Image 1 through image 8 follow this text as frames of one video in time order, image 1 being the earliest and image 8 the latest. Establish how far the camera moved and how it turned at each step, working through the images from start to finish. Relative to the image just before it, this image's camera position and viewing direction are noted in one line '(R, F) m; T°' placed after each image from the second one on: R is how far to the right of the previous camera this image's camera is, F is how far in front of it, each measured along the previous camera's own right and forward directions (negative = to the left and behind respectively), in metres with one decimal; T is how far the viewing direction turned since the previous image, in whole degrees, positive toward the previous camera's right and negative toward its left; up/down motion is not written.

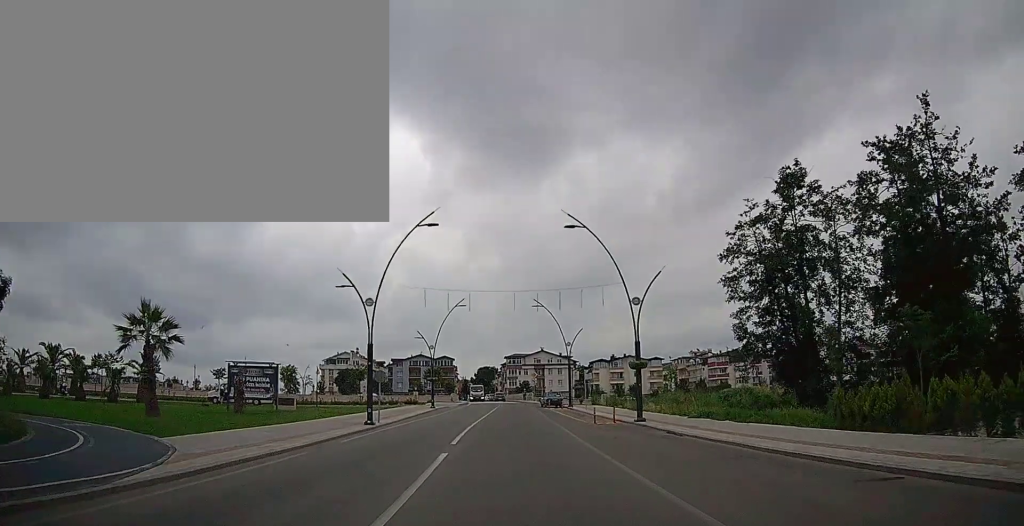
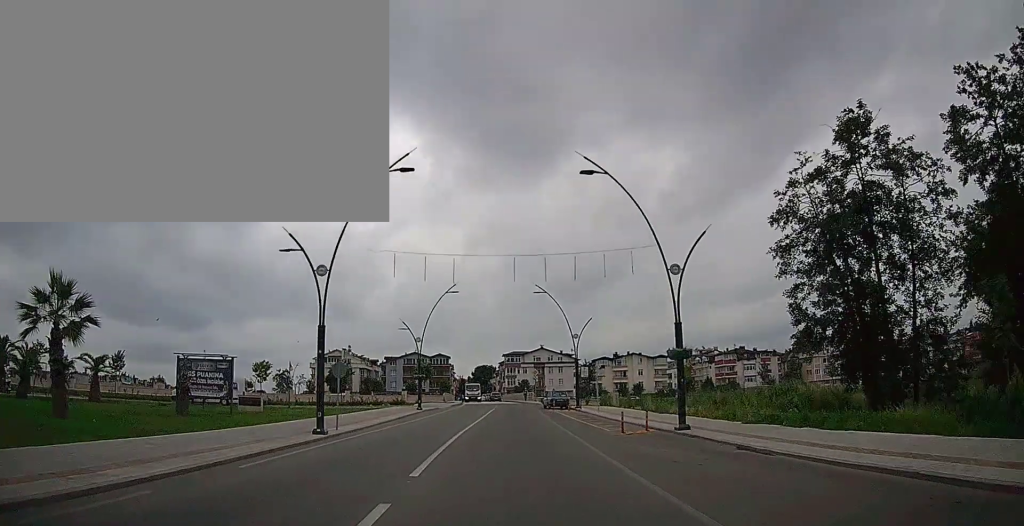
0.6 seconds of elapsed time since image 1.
(+0.1, +6.7) m; 0°
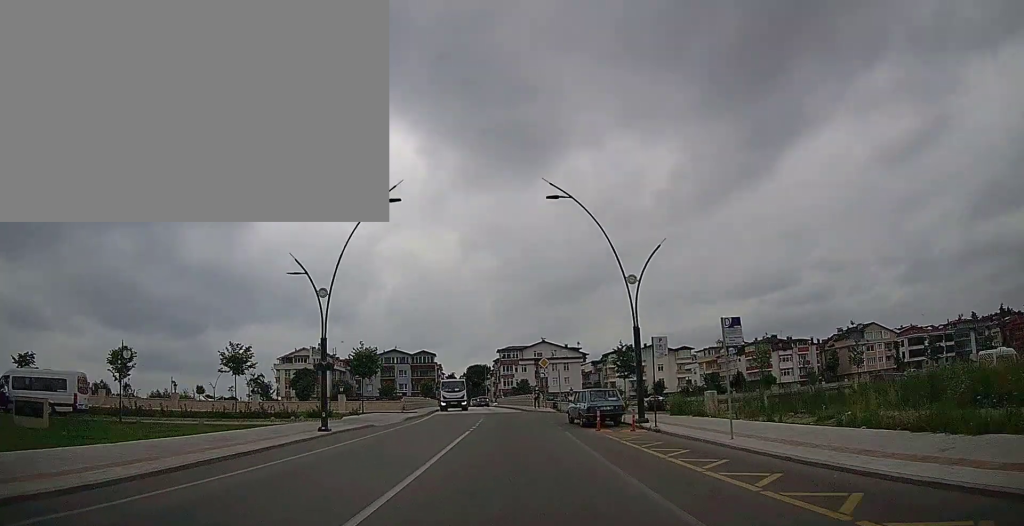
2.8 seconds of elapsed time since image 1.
(-0.3, +22.0) m; 0°
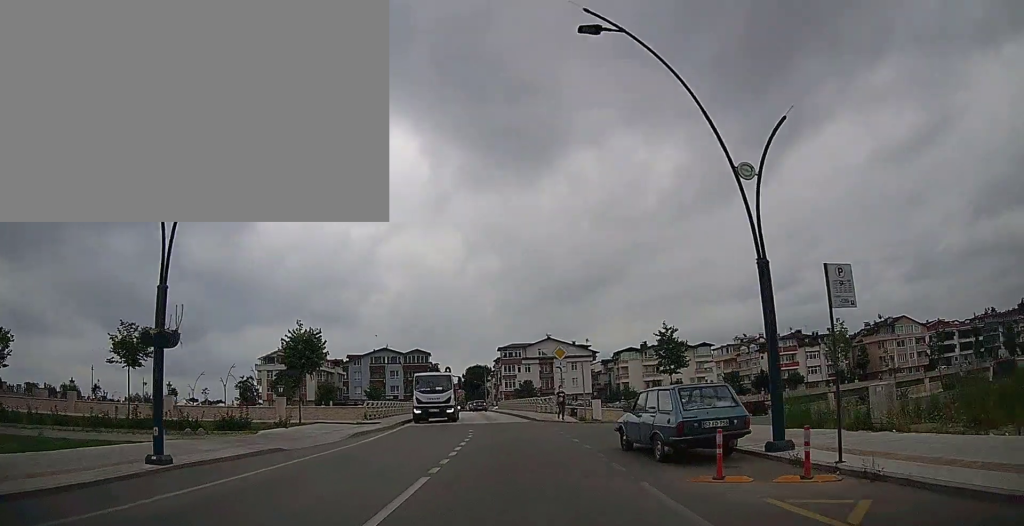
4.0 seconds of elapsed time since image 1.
(+0.2, +11.3) m; +1°
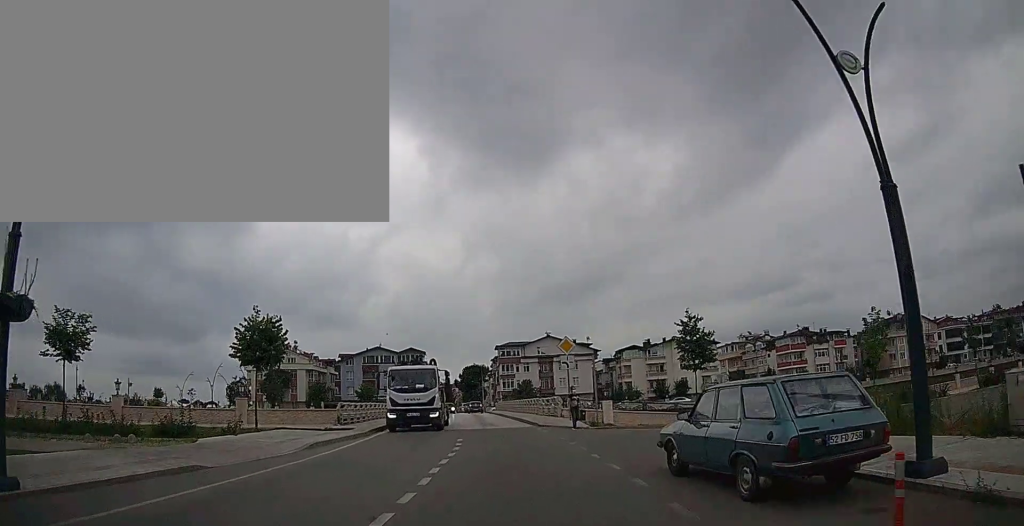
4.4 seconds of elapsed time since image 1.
(+0.1, +4.4) m; 0°
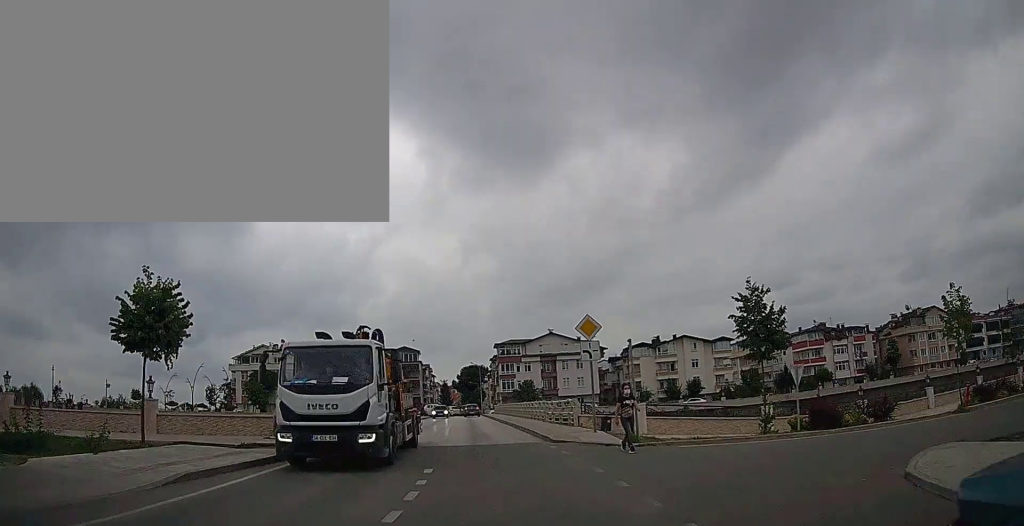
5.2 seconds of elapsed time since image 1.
(-0.2, +7.1) m; -1°
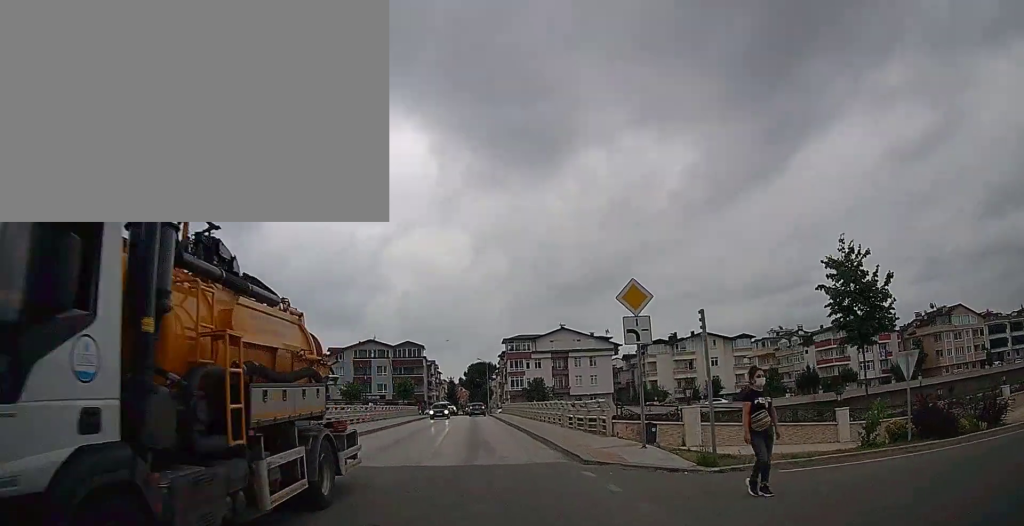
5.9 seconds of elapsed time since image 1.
(0.0, +5.4) m; -1°
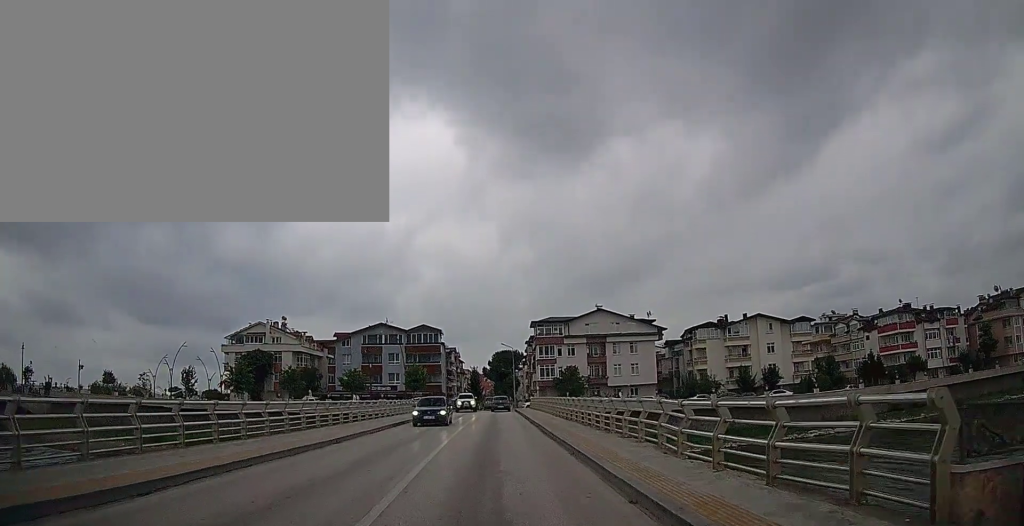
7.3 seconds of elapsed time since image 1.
(-0.2, +11.7) m; -2°
